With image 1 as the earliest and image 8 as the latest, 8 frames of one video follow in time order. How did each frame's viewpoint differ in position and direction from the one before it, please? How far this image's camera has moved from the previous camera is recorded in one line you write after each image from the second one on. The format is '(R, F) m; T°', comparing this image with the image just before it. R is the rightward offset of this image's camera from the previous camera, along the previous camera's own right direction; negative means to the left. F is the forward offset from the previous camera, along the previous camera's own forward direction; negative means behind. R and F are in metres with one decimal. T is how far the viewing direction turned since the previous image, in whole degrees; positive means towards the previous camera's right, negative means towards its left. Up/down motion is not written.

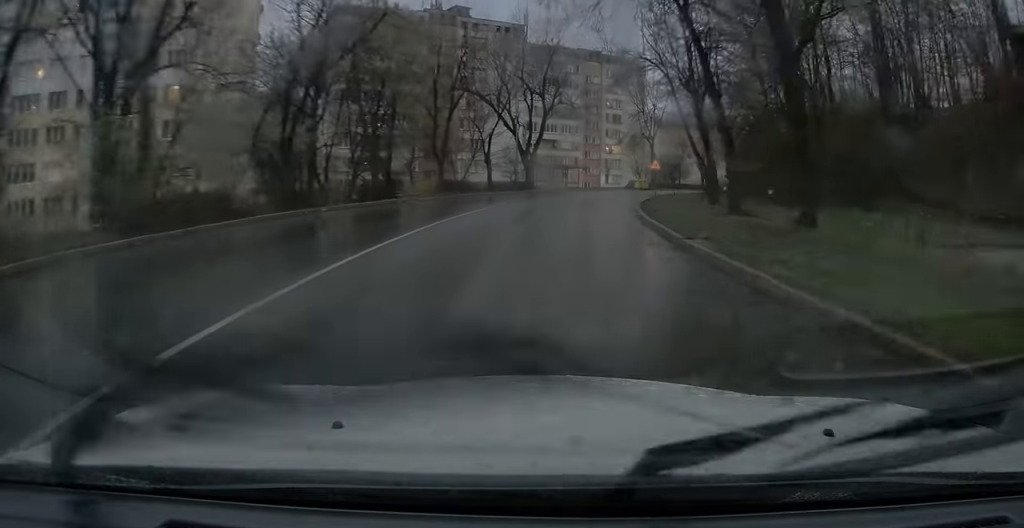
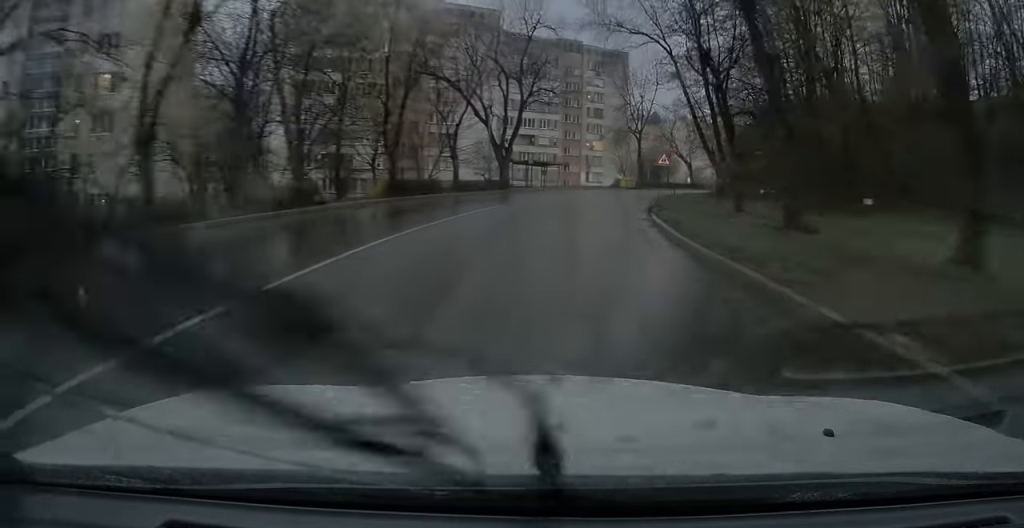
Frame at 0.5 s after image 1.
(-0.1, +7.2) m; +2°
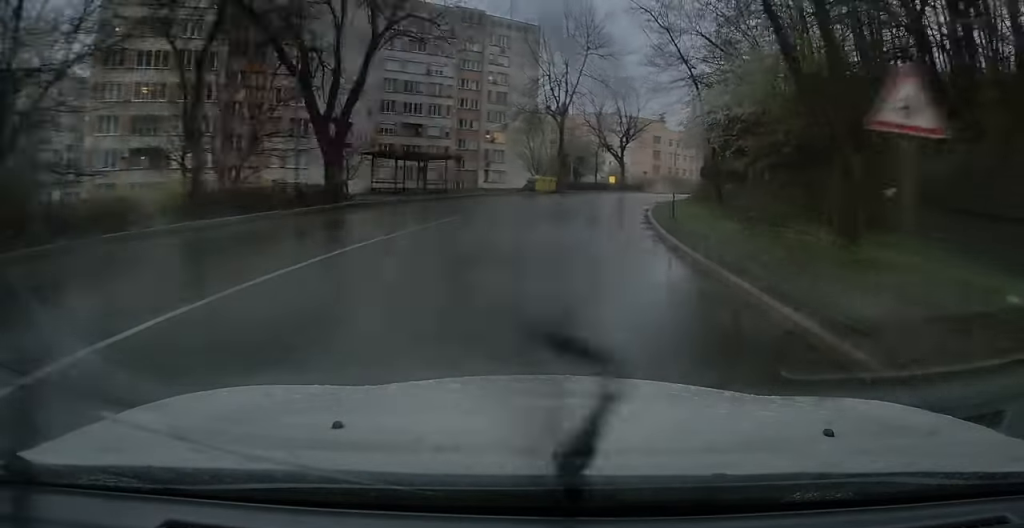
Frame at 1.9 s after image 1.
(+1.3, +21.4) m; +5°
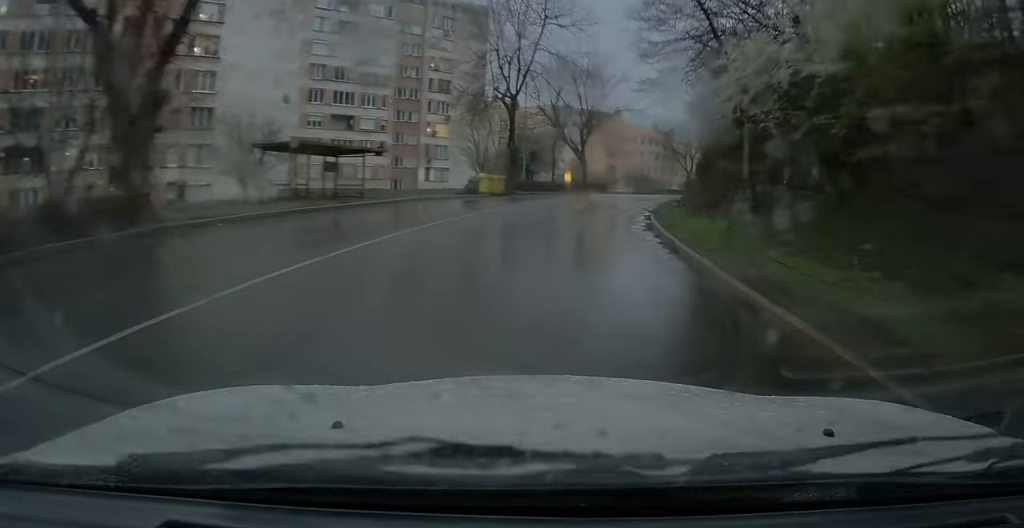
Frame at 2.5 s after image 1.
(0.0, +10.2) m; +2°
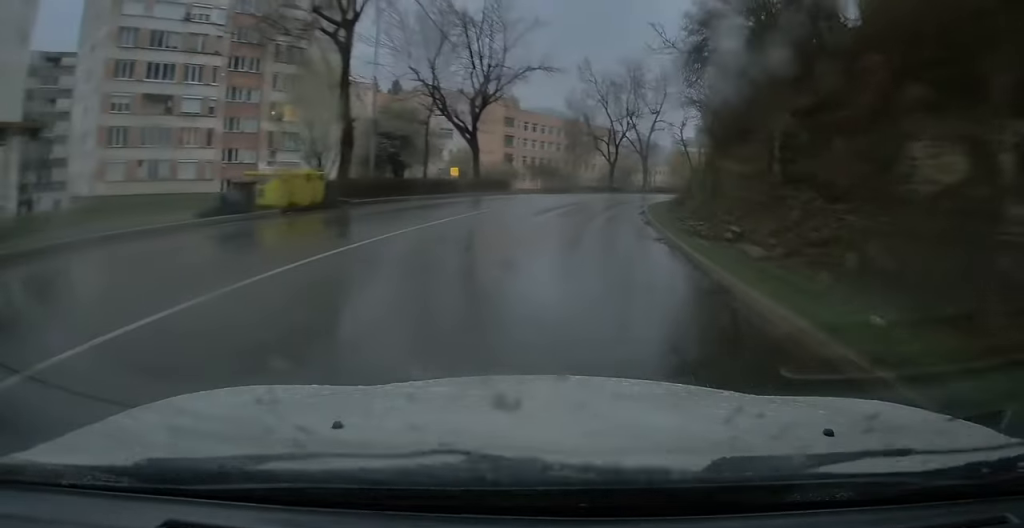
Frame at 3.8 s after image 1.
(+1.3, +20.3) m; +9°
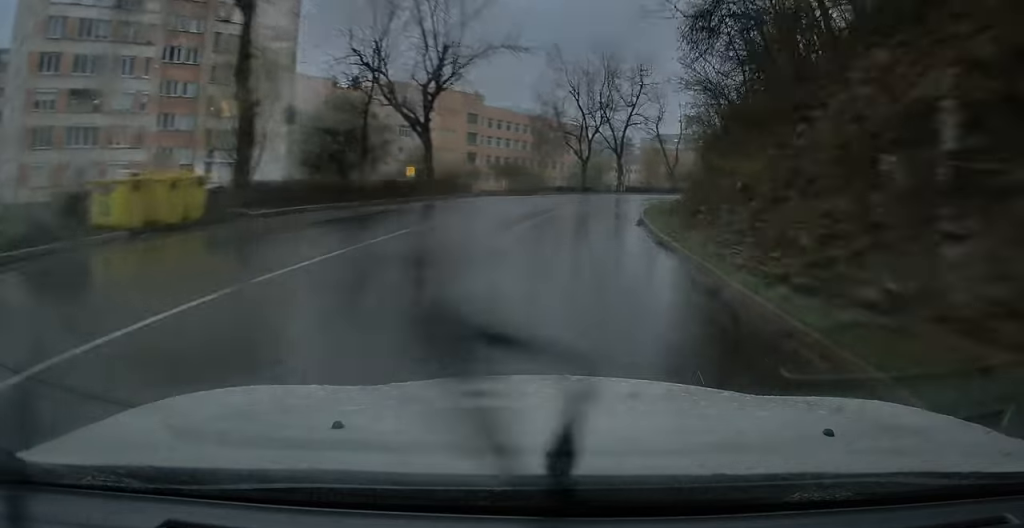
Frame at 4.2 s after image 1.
(+0.3, +6.4) m; +4°
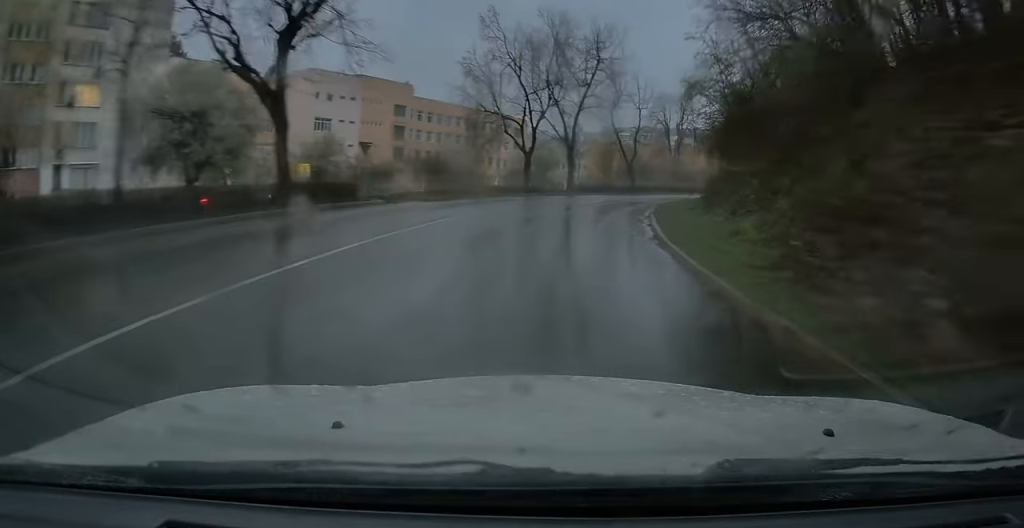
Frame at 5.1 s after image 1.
(+0.9, +13.3) m; +9°
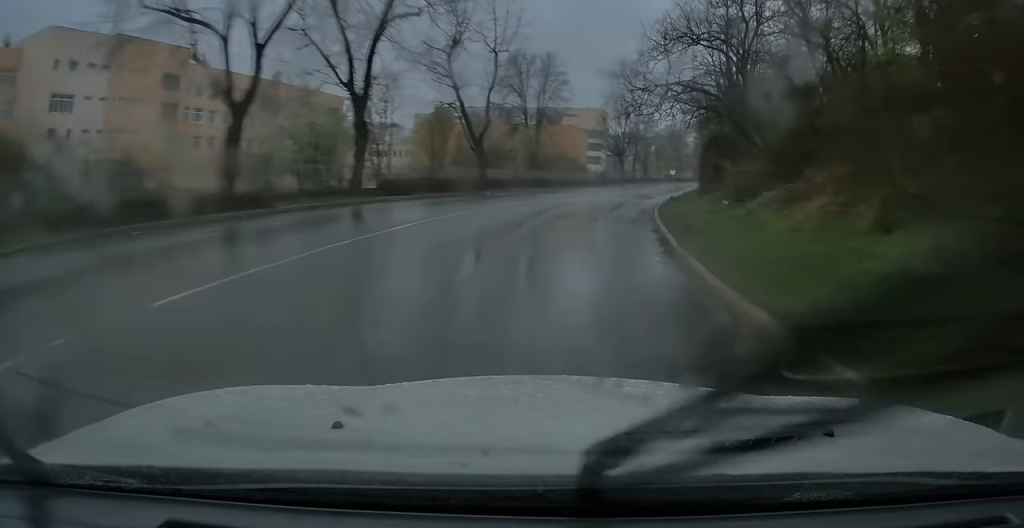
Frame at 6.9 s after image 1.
(+5.5, +27.8) m; +20°
